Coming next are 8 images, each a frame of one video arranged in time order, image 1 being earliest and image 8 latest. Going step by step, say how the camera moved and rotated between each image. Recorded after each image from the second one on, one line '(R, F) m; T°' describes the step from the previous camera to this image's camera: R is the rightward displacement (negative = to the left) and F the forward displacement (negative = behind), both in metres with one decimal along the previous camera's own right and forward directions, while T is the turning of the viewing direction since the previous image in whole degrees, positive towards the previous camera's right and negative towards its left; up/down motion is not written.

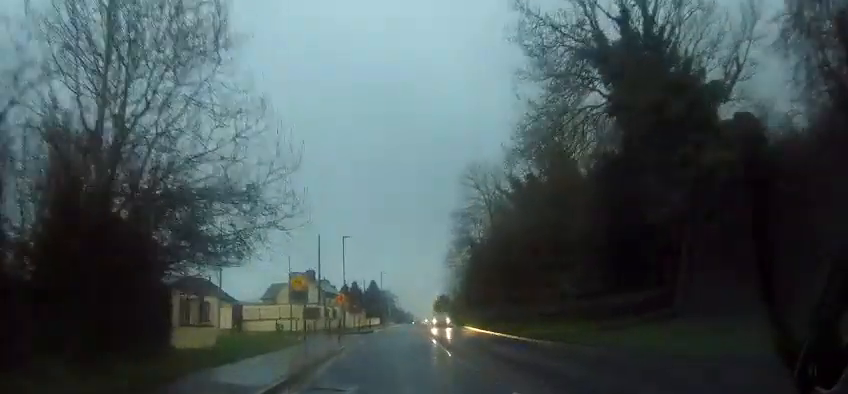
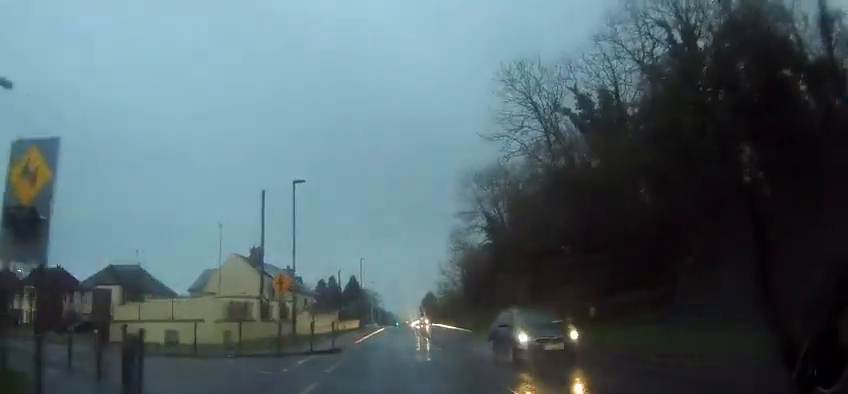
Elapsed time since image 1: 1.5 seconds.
(+0.3, +19.9) m; +2°
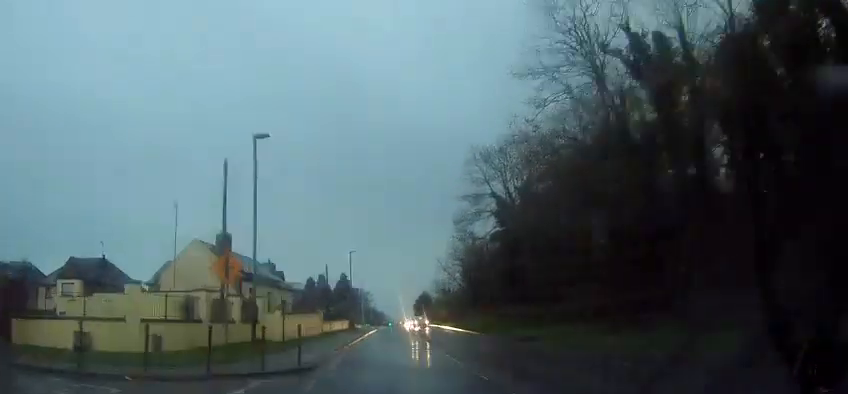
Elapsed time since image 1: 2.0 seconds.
(+0.1, +7.2) m; +1°
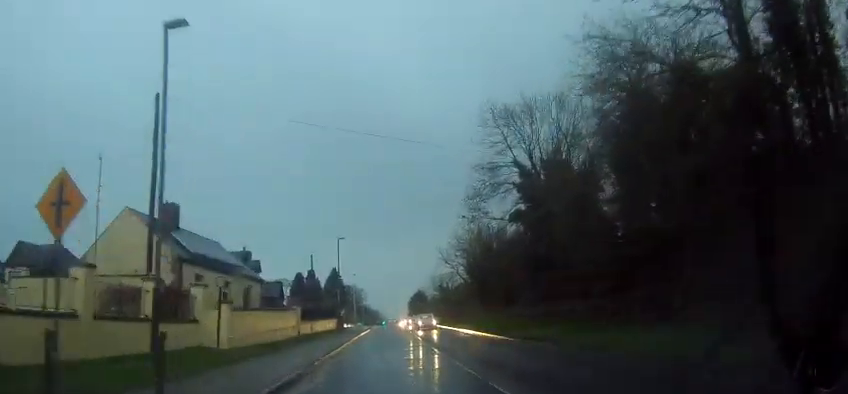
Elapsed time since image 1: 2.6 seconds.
(0.0, +8.6) m; +1°
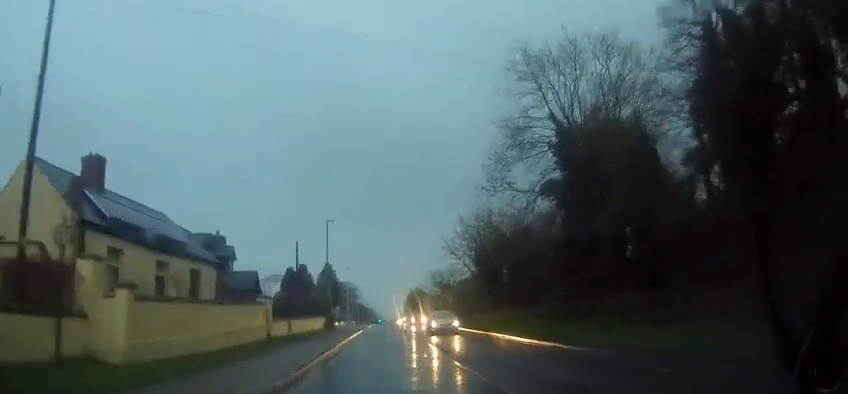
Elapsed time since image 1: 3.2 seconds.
(0.0, +7.7) m; +1°
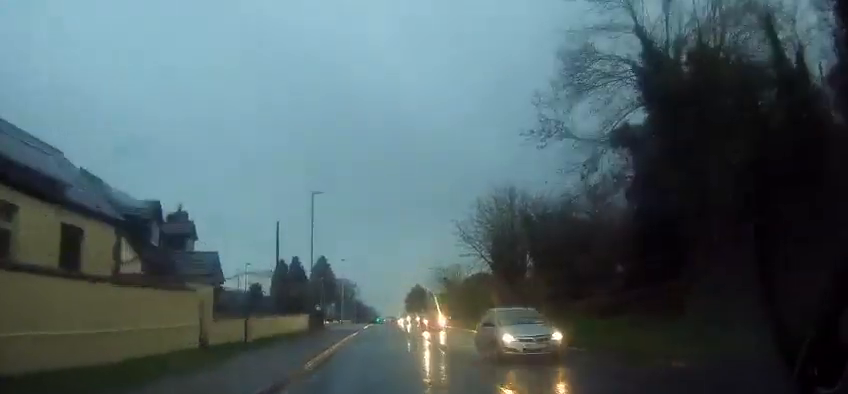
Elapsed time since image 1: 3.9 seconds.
(+0.1, +8.9) m; +1°
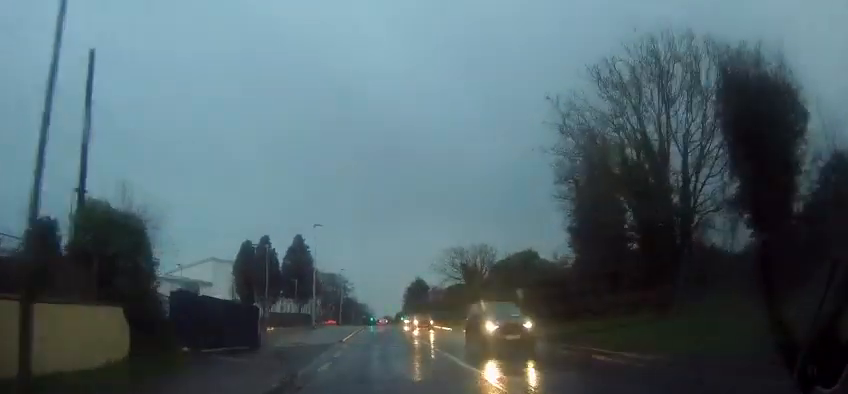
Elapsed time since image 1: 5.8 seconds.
(+0.1, +25.9) m; 0°
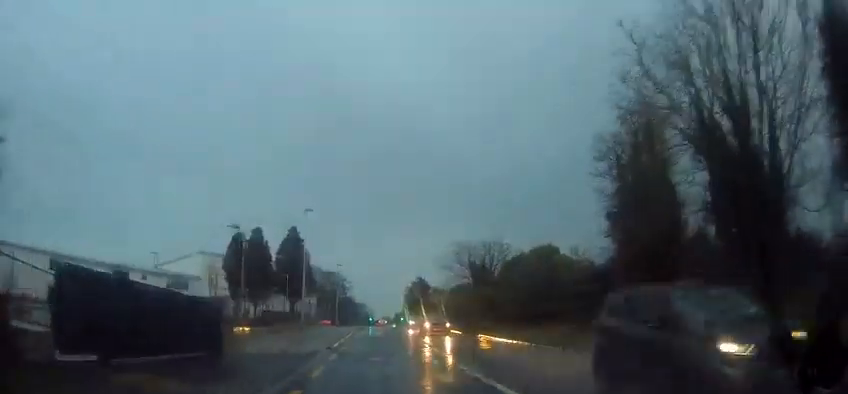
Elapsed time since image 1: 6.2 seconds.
(0.0, +5.8) m; 0°
